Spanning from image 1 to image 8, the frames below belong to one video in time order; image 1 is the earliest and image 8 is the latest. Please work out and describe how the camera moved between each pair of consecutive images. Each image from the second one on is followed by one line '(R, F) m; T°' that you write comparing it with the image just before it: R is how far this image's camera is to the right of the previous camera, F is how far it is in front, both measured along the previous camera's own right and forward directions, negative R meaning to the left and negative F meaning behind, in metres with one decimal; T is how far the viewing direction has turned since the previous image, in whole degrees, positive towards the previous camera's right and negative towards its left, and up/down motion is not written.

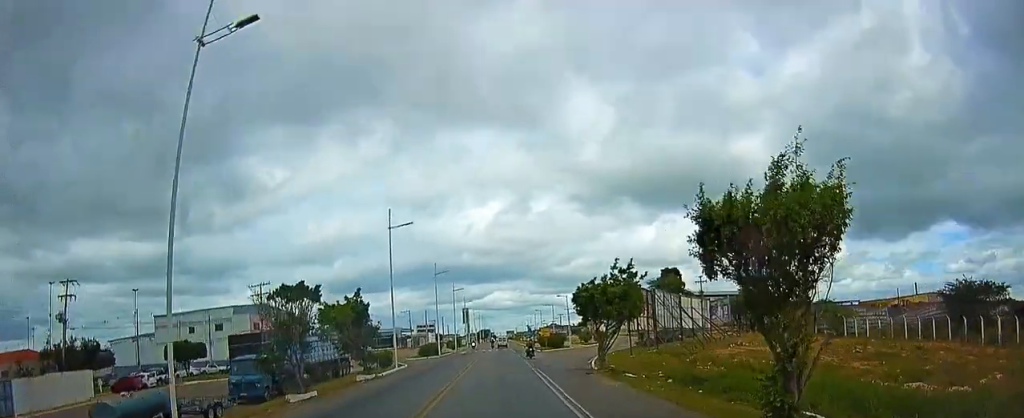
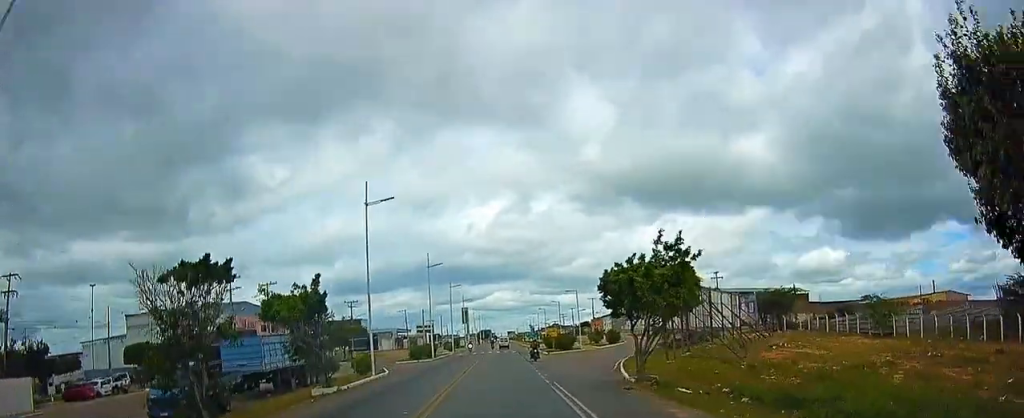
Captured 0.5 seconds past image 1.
(+0.1, +8.9) m; 0°
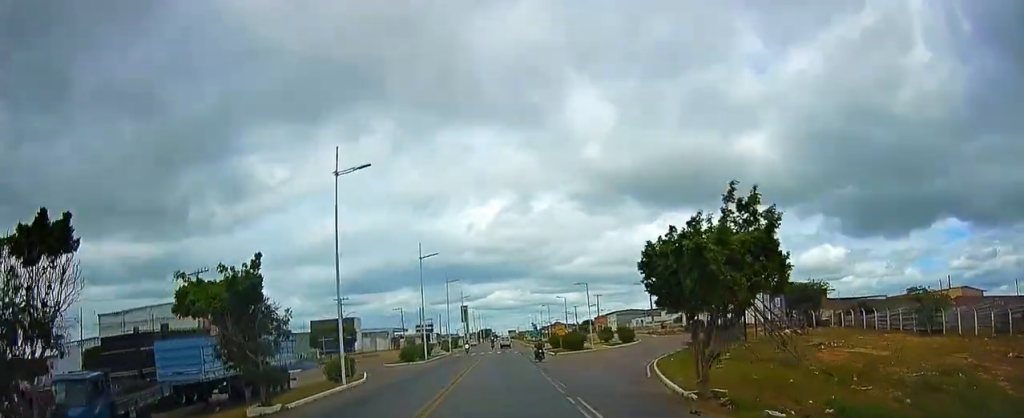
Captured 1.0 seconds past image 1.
(0.0, +7.6) m; 0°
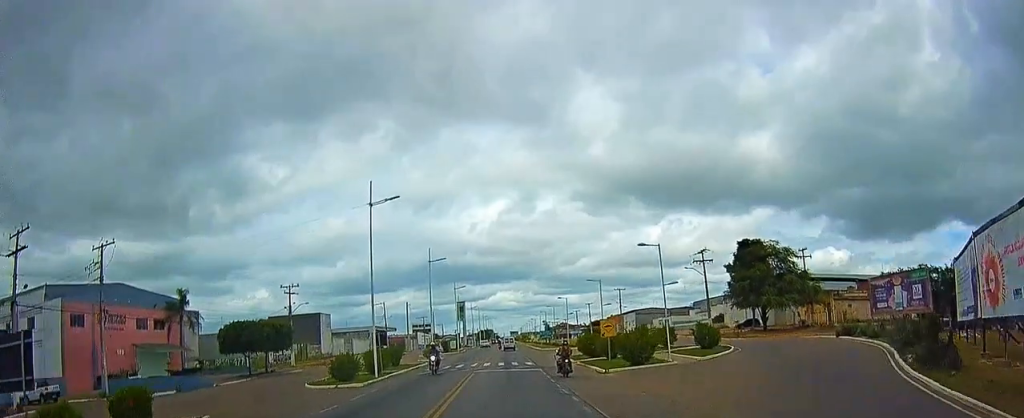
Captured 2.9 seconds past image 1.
(-0.6, +29.1) m; -1°
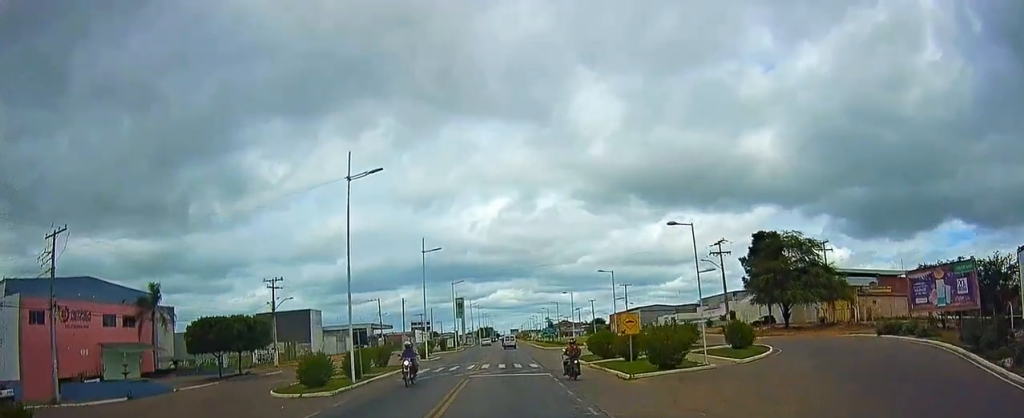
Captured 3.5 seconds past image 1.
(0.0, +7.3) m; 0°
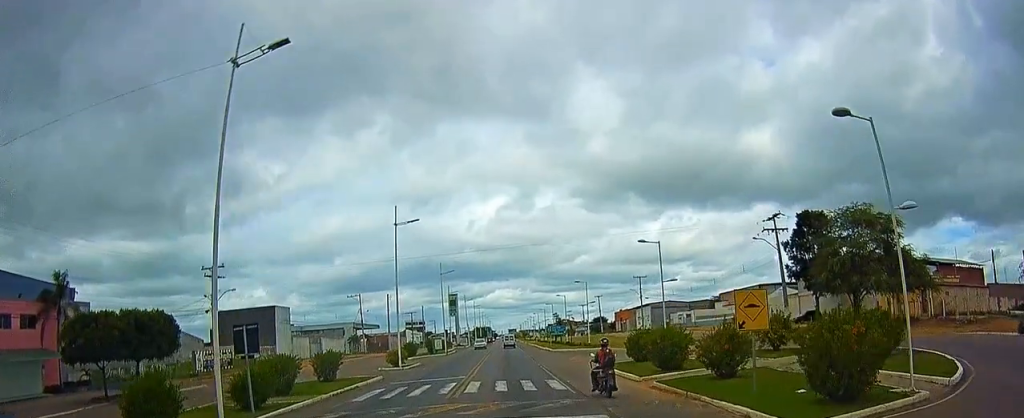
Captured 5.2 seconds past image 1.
(+0.1, +21.2) m; -3°
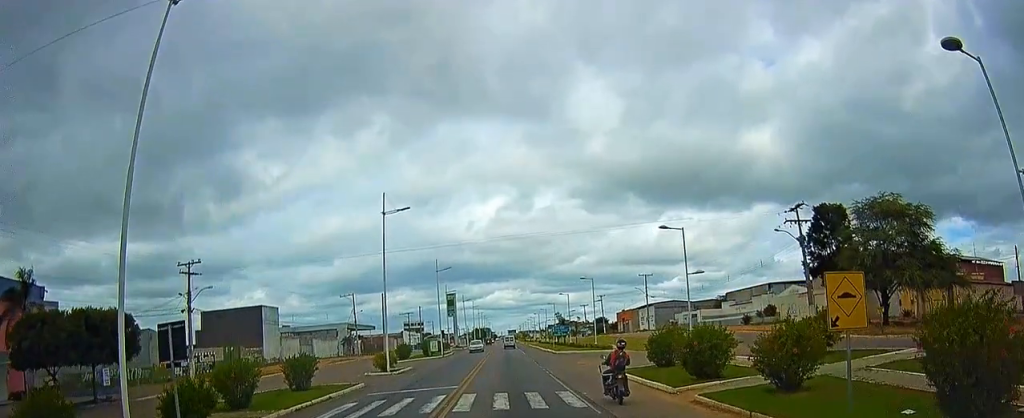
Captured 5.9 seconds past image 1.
(-0.4, +7.3) m; +1°
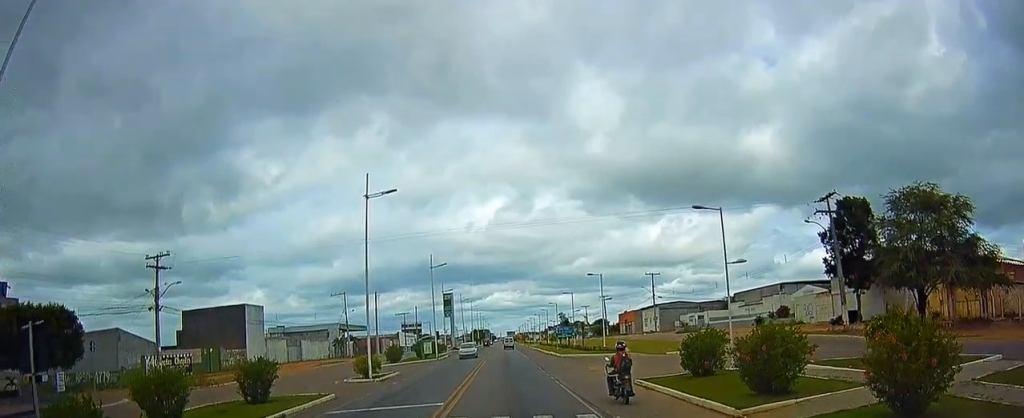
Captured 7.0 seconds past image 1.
(+0.5, +9.4) m; +1°
